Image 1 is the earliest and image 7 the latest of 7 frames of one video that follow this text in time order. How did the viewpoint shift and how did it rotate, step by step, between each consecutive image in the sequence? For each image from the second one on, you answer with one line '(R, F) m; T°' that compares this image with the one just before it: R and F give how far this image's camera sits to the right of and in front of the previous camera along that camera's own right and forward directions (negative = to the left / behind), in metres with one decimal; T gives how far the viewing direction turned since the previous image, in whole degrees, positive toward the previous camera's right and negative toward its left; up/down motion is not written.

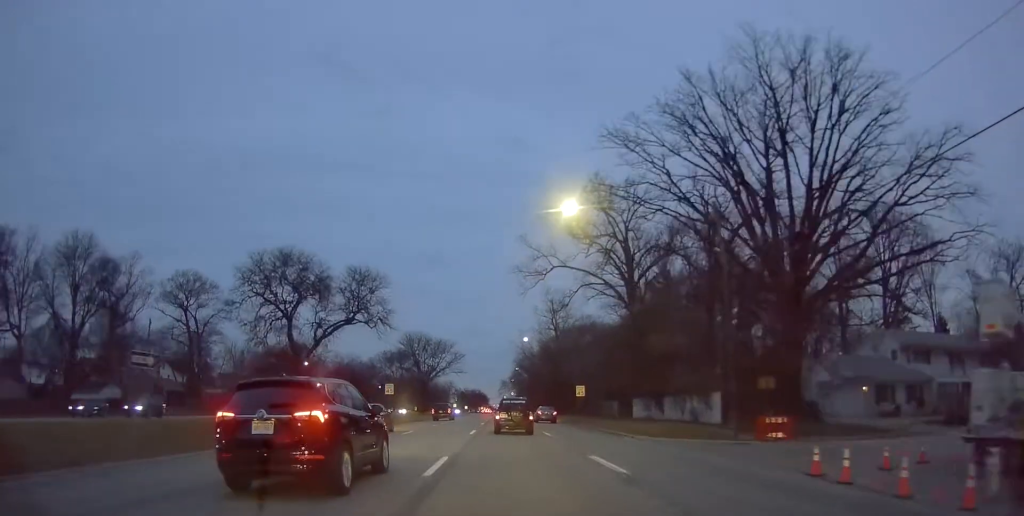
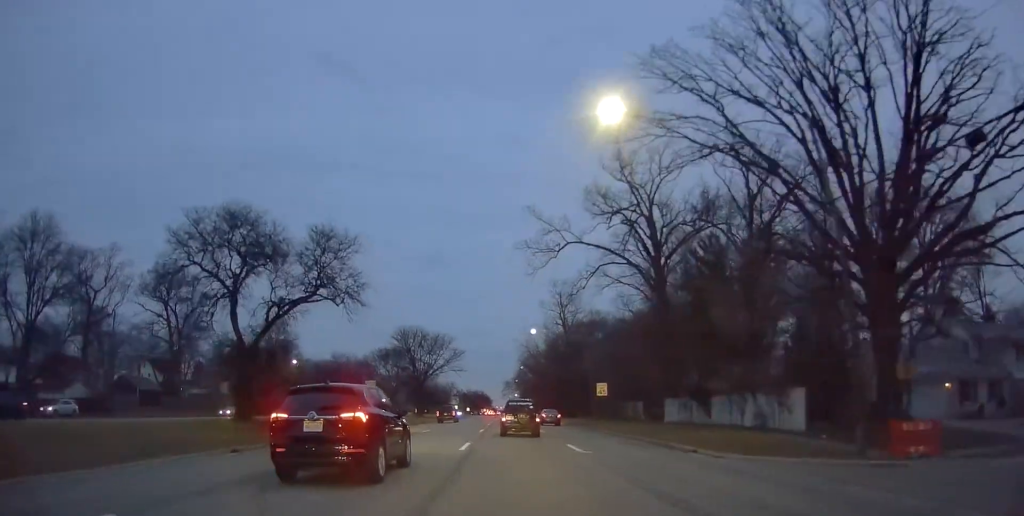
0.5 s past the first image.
(+0.3, +9.3) m; 0°
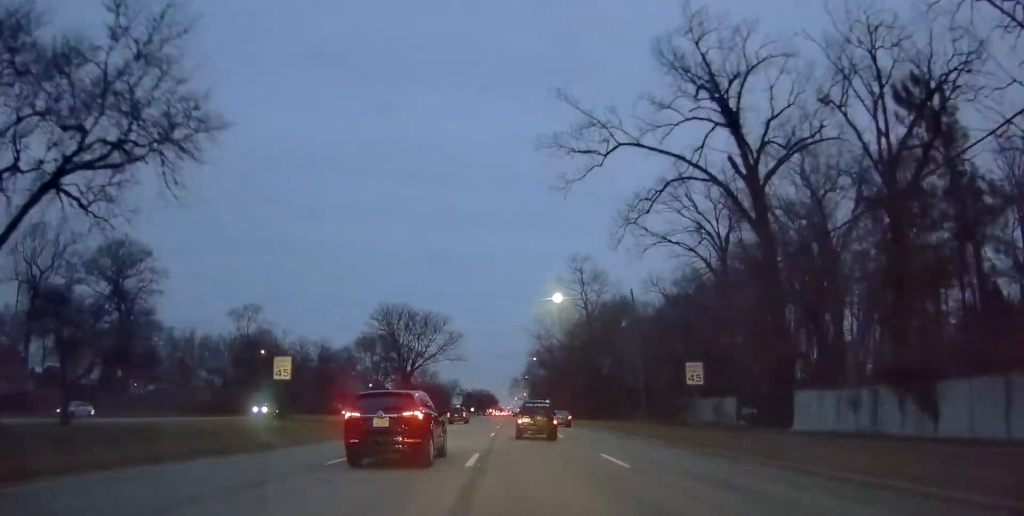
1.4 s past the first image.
(-0.7, +19.5) m; 0°
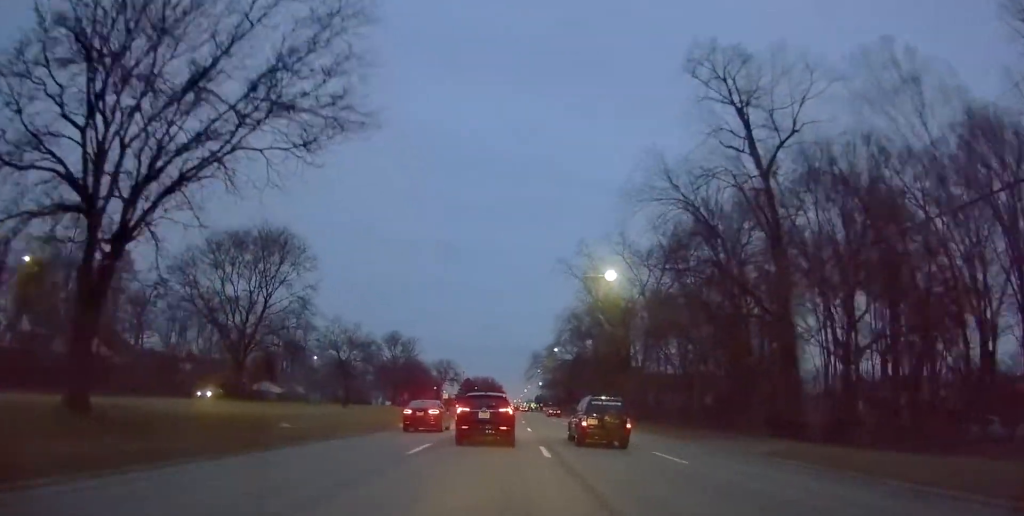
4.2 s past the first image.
(+1.3, +58.8) m; 0°
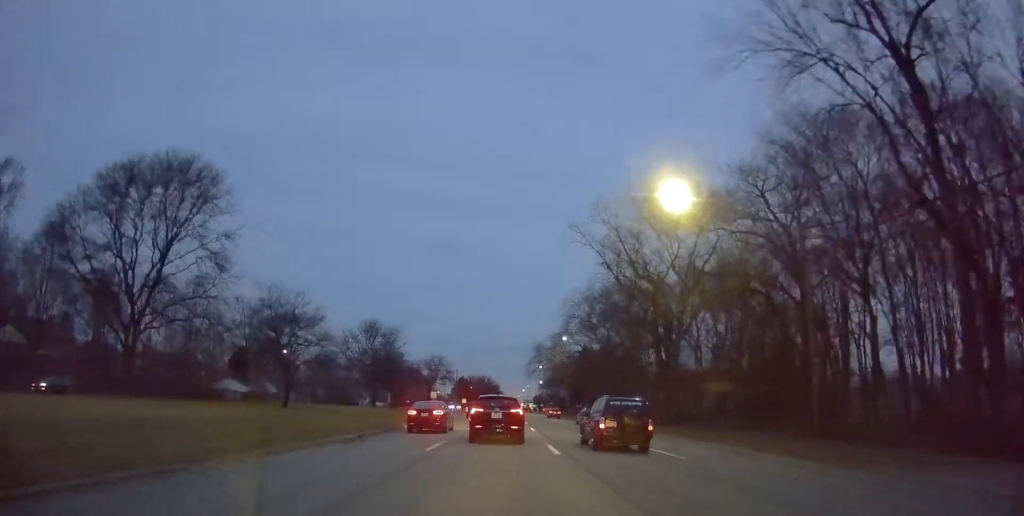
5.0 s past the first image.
(-0.2, +15.4) m; -1°
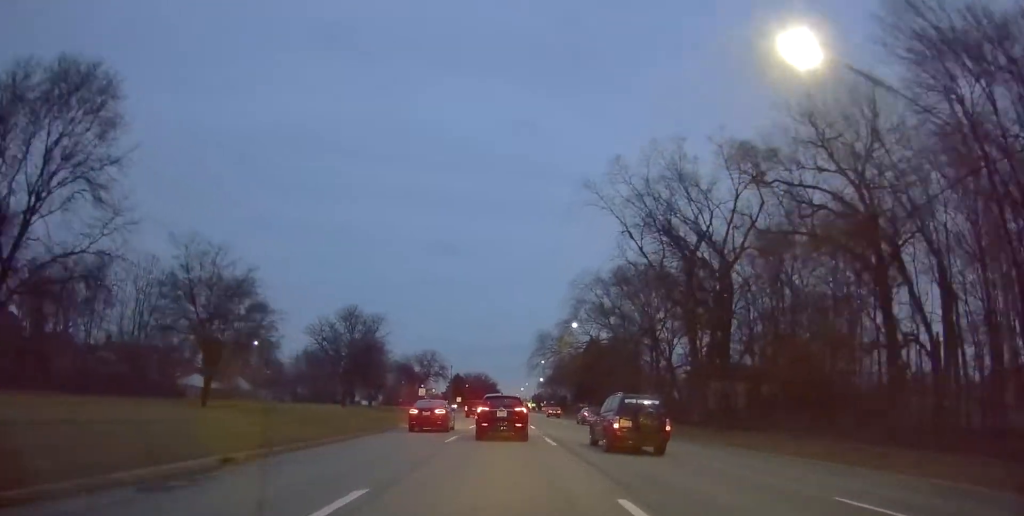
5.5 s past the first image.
(-0.3, +11.9) m; -1°
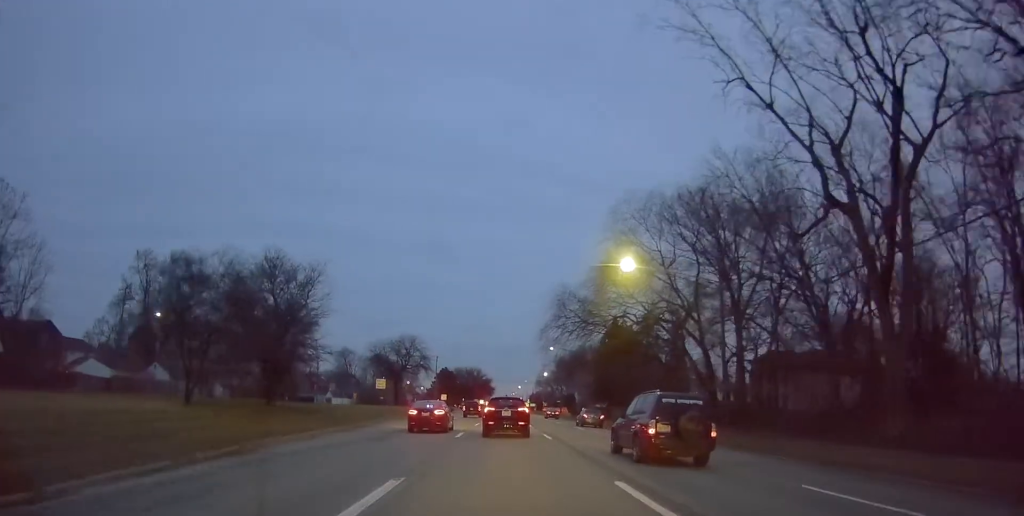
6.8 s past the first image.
(+0.7, +26.8) m; +2°
